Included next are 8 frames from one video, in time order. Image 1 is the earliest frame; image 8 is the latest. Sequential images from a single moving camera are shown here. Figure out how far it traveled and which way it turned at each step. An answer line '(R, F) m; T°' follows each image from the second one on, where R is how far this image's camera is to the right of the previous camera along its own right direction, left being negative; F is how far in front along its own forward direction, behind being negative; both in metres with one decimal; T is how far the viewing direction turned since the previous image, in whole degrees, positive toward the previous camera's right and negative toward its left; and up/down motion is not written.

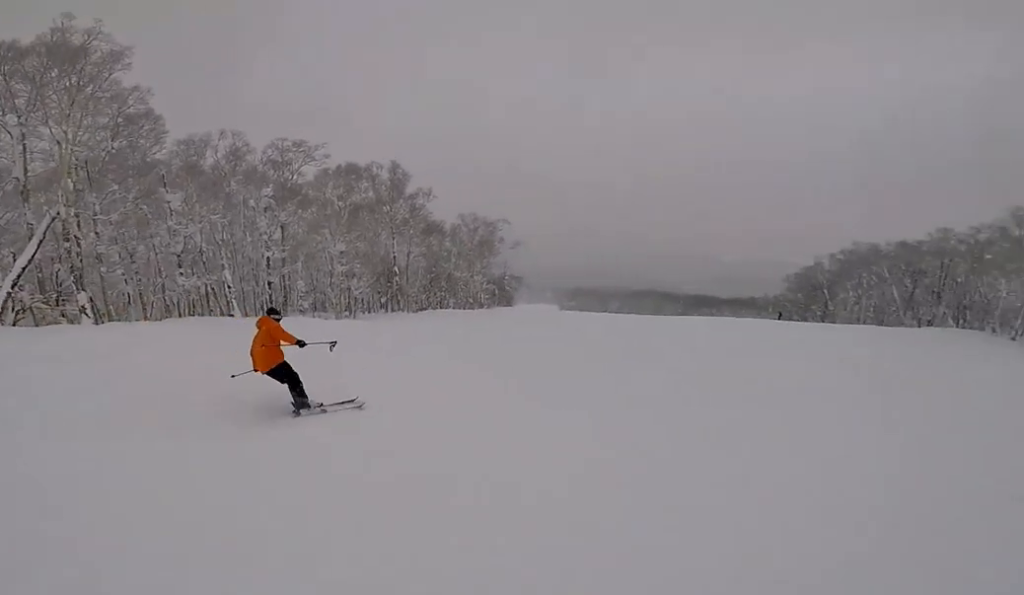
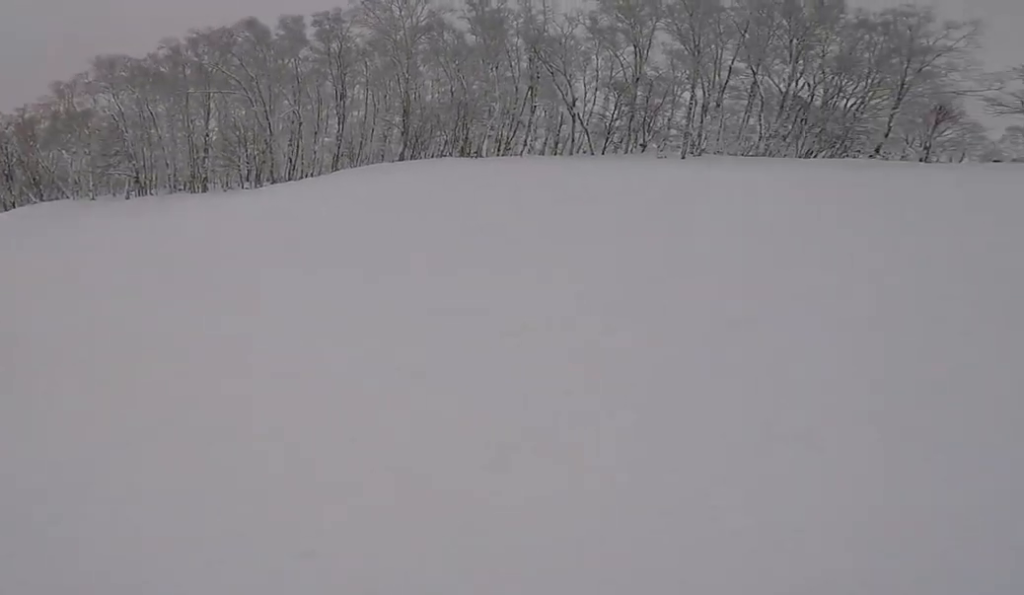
(+1.7, +6.5) m; +30°
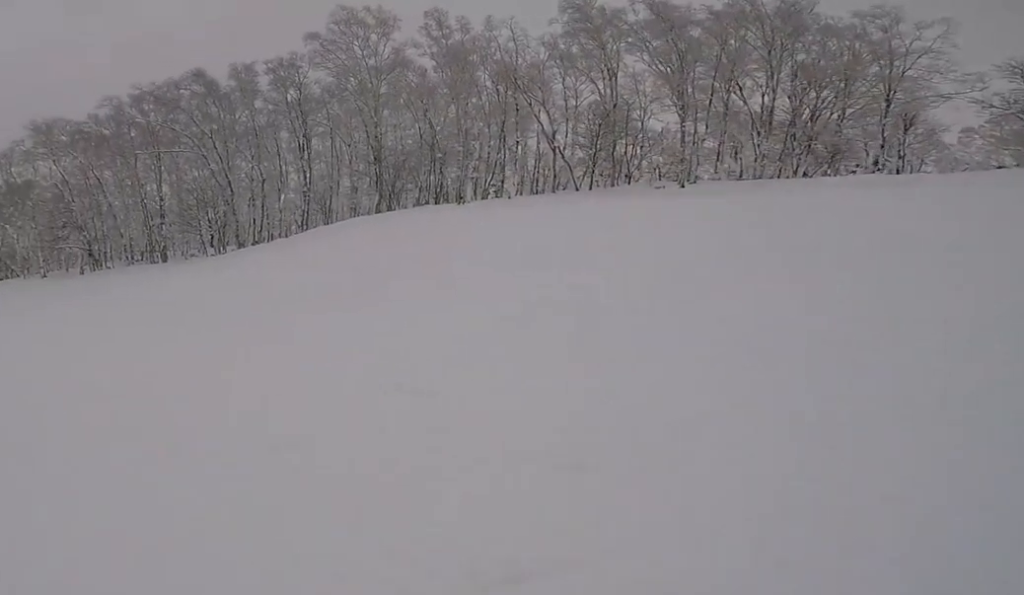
(+0.8, +3.1) m; +33°
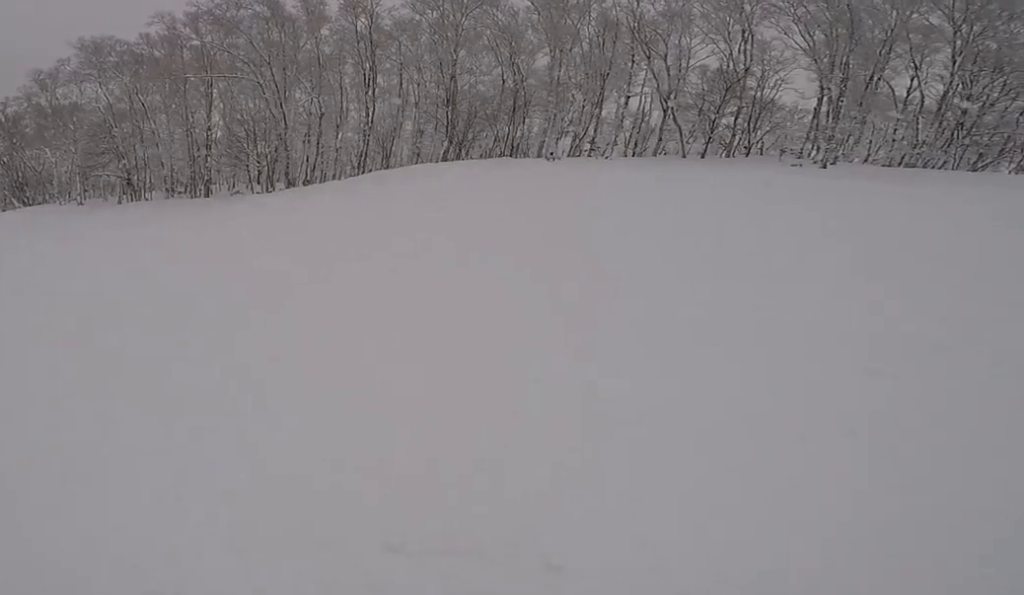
(+1.3, +3.2) m; +8°
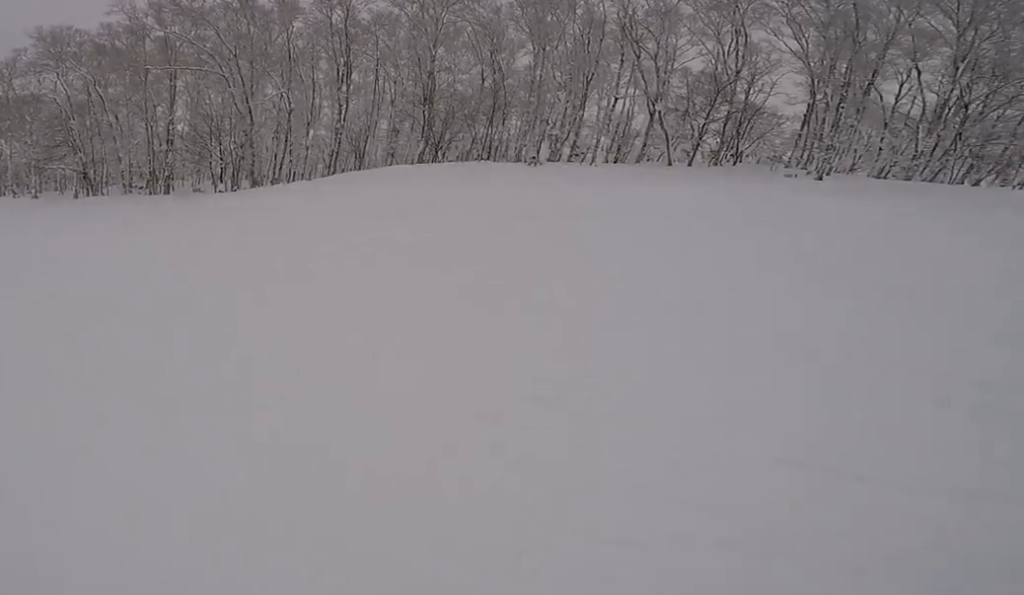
(-0.3, +1.3) m; -11°
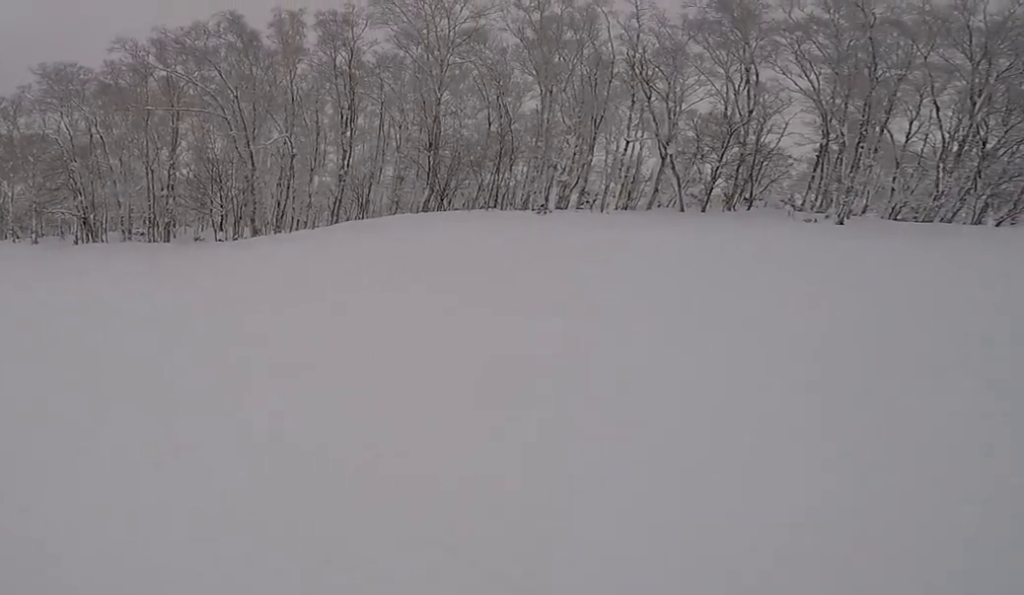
(-0.7, +1.0) m; -10°
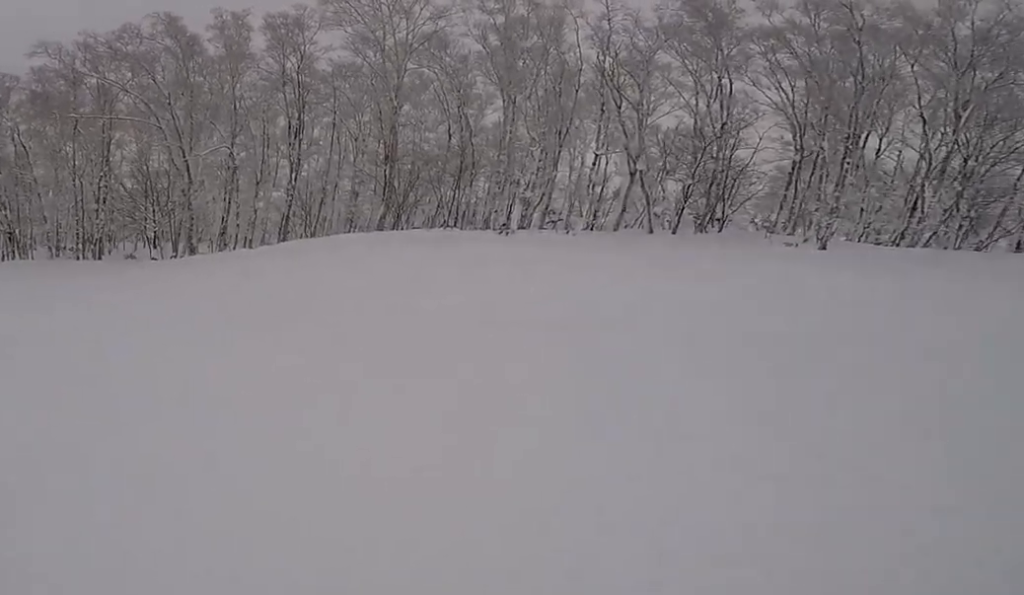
(+0.6, +2.9) m; +2°
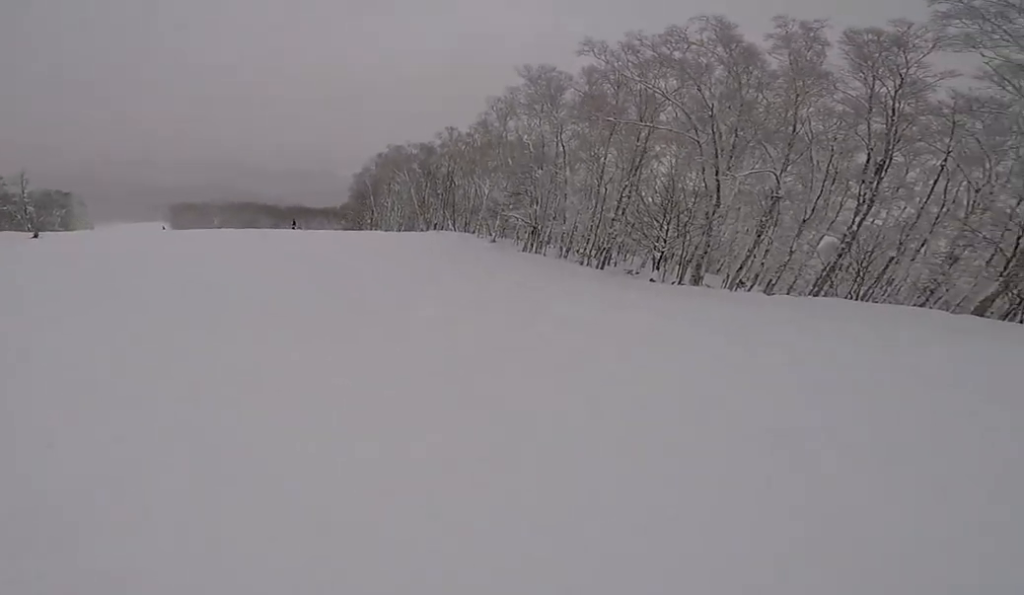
(-1.3, +2.5) m; -51°
